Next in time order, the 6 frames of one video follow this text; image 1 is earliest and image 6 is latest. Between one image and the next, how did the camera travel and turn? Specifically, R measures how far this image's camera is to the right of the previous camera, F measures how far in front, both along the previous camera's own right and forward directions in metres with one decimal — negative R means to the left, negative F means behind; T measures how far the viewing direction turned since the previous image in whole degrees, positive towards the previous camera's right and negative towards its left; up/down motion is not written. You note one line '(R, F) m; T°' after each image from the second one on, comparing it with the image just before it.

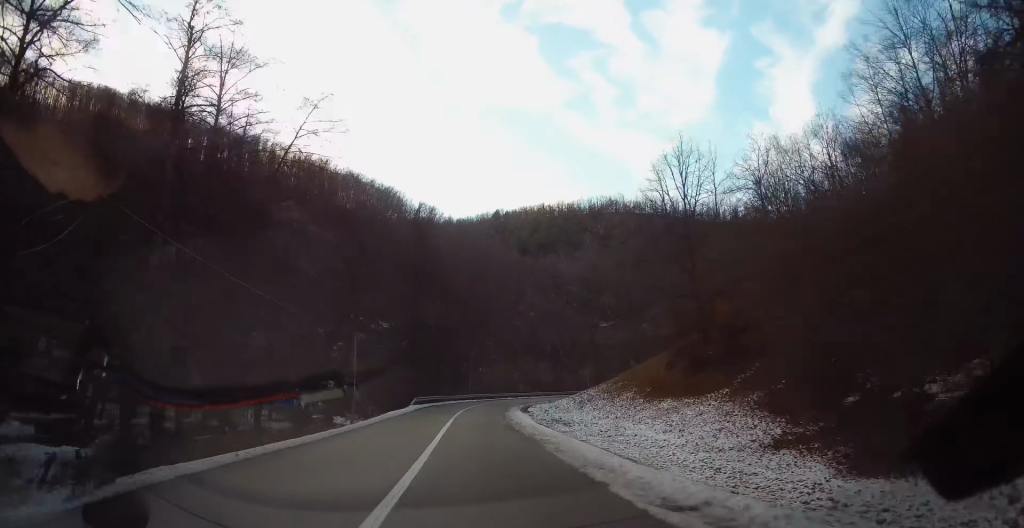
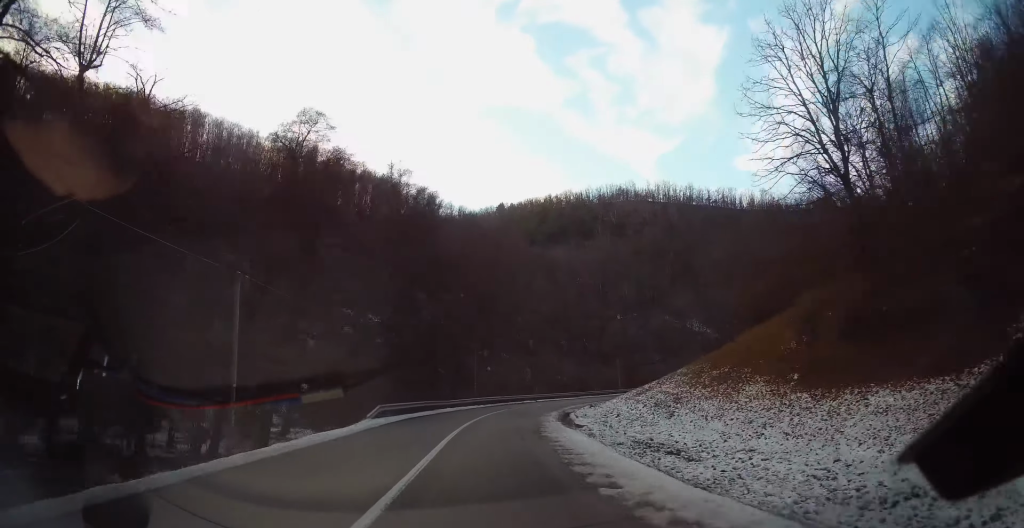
(0.0, +19.1) m; 0°
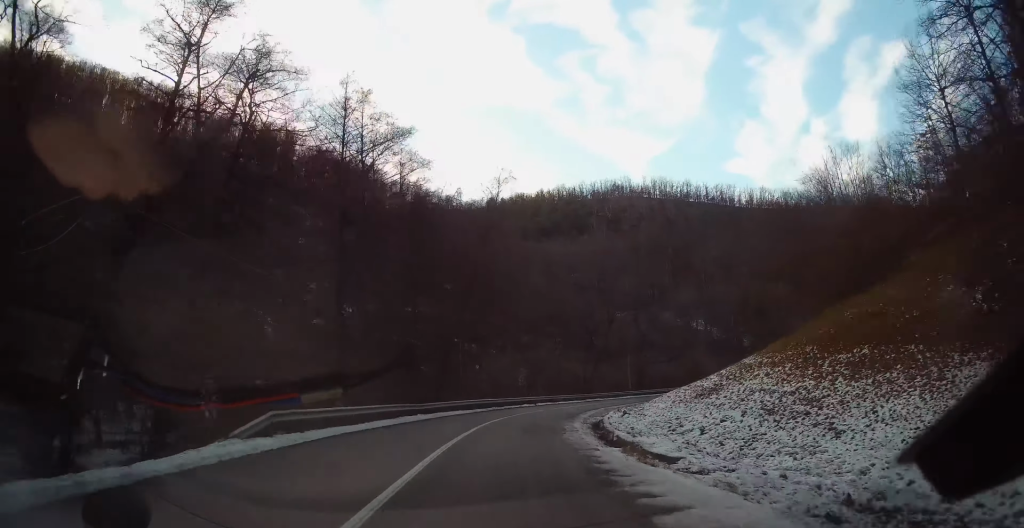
(0.0, +12.7) m; +2°
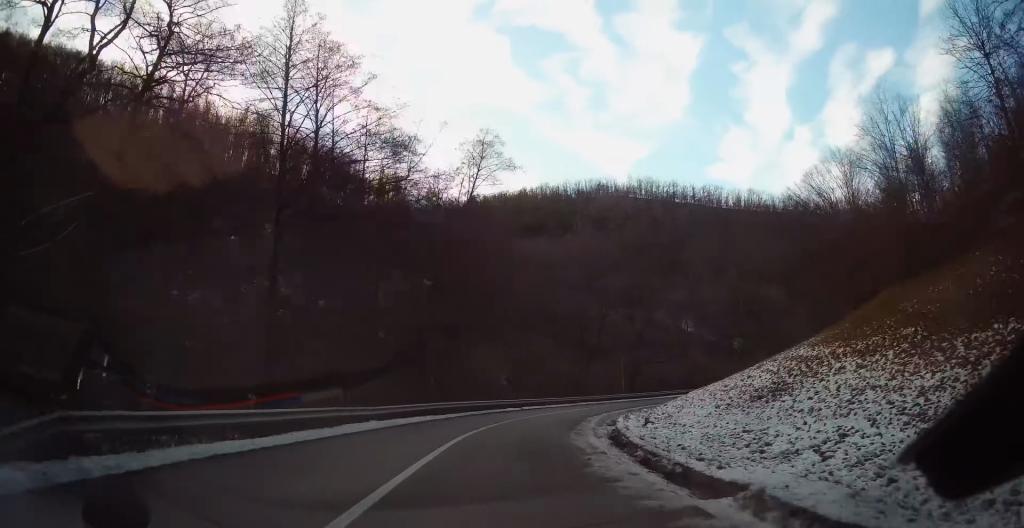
(+0.2, +7.3) m; +3°
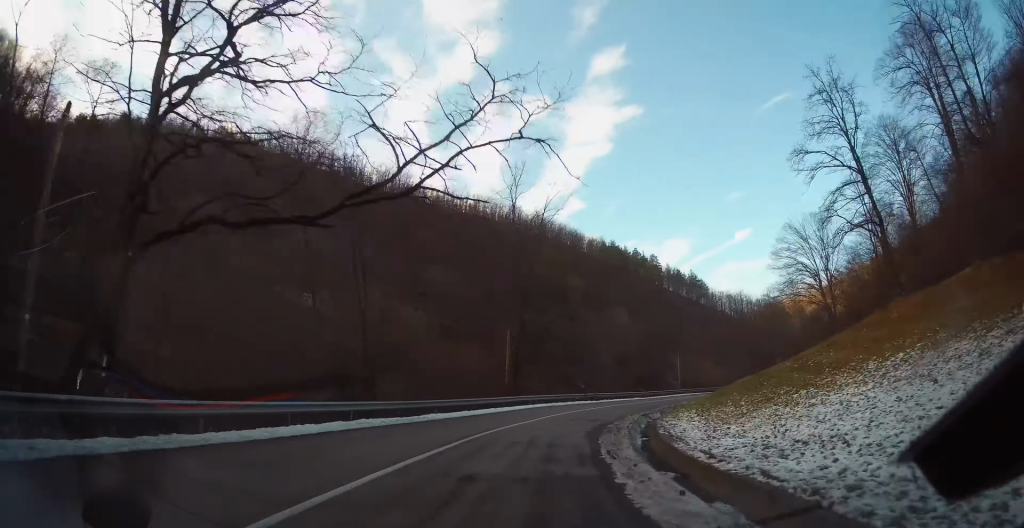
(+18.1, +53.1) m; +44°
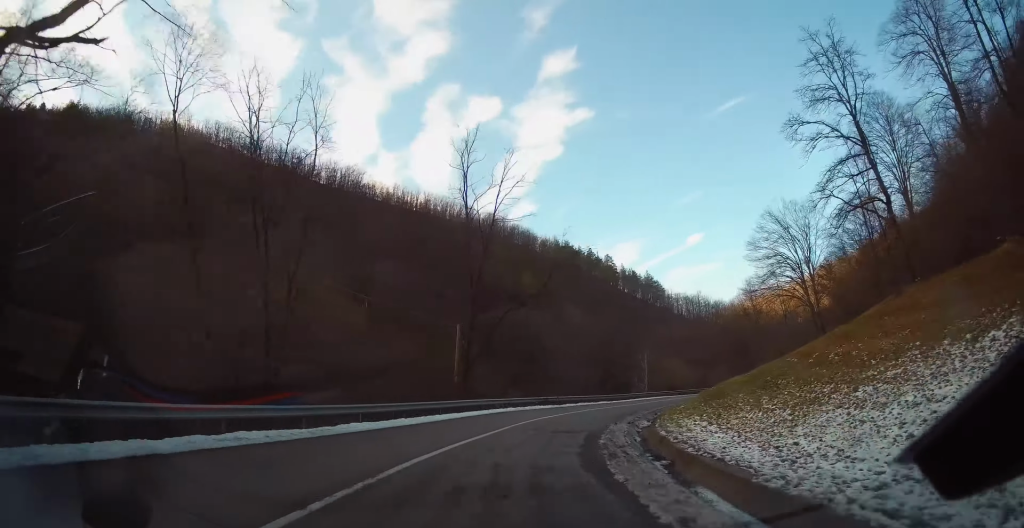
(+0.4, +6.6) m; +5°
